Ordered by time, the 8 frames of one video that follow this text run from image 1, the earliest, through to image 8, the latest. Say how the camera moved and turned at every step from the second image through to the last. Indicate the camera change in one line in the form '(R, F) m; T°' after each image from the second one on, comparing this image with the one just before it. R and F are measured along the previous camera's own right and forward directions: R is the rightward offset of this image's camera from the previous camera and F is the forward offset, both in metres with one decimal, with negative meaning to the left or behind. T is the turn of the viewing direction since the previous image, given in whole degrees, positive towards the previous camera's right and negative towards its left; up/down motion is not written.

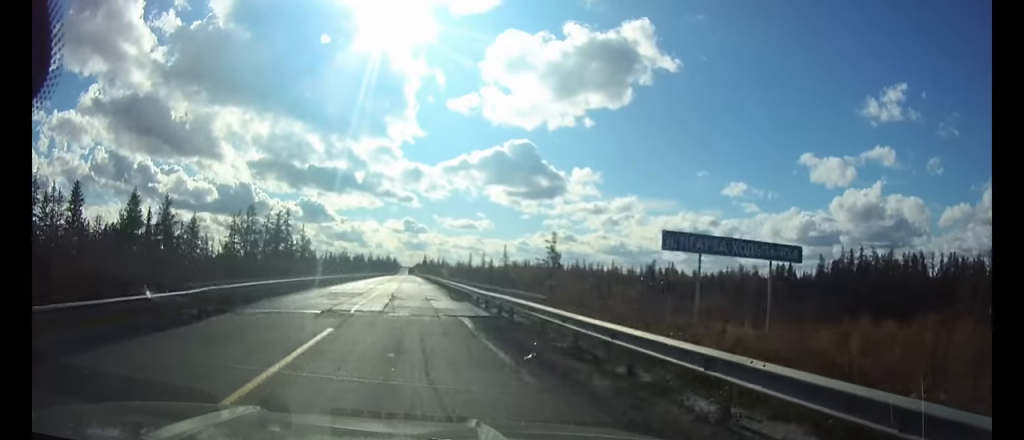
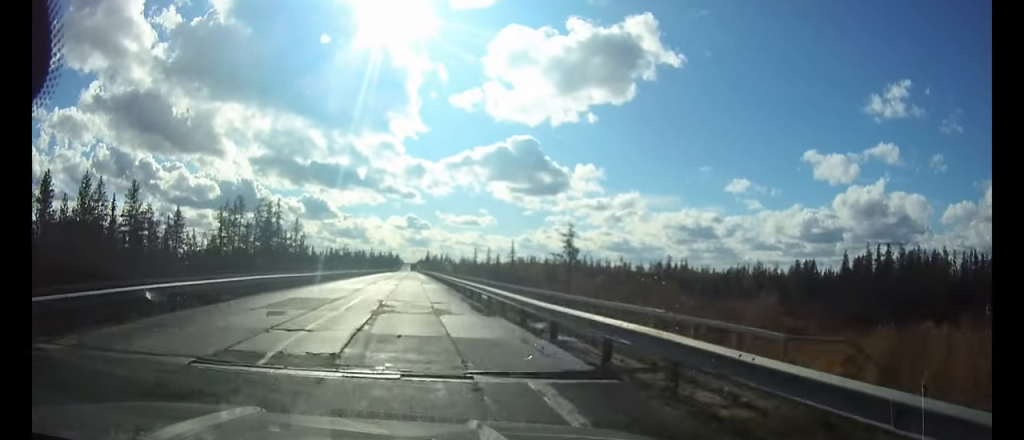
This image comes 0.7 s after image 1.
(0.0, +11.4) m; 0°
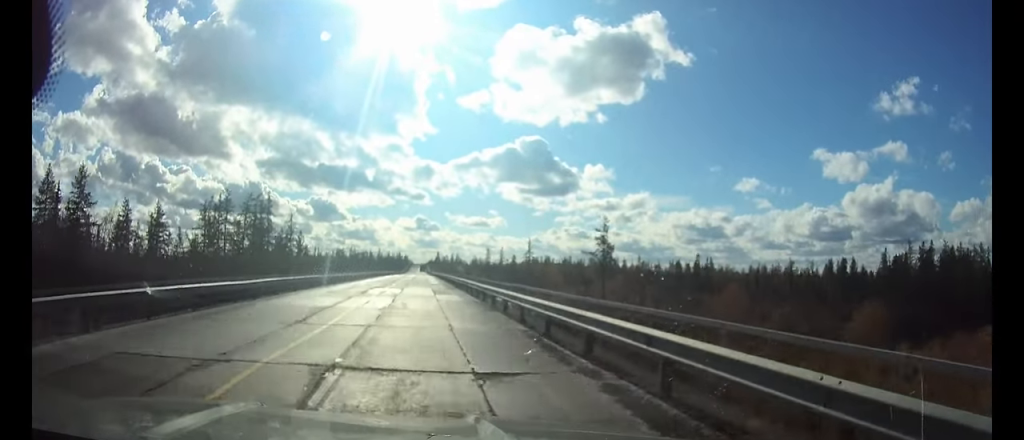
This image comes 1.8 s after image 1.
(-0.1, +17.1) m; 0°
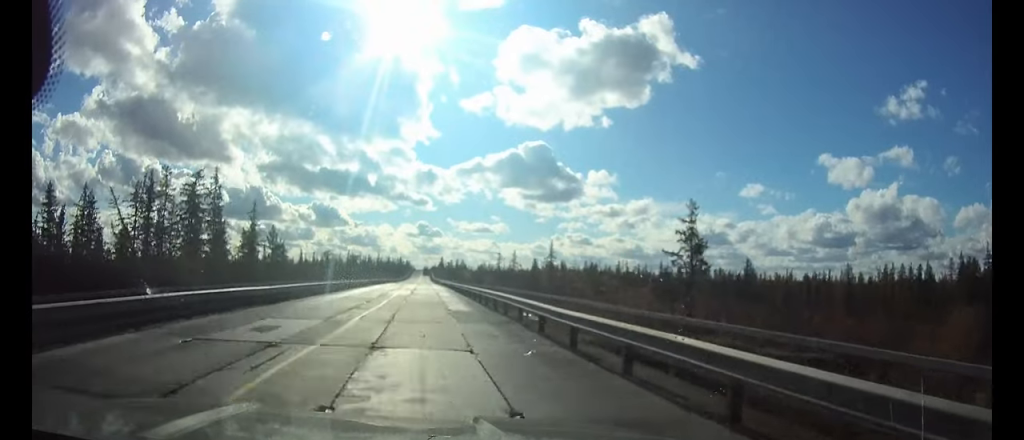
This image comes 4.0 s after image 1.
(+0.1, +34.2) m; 0°
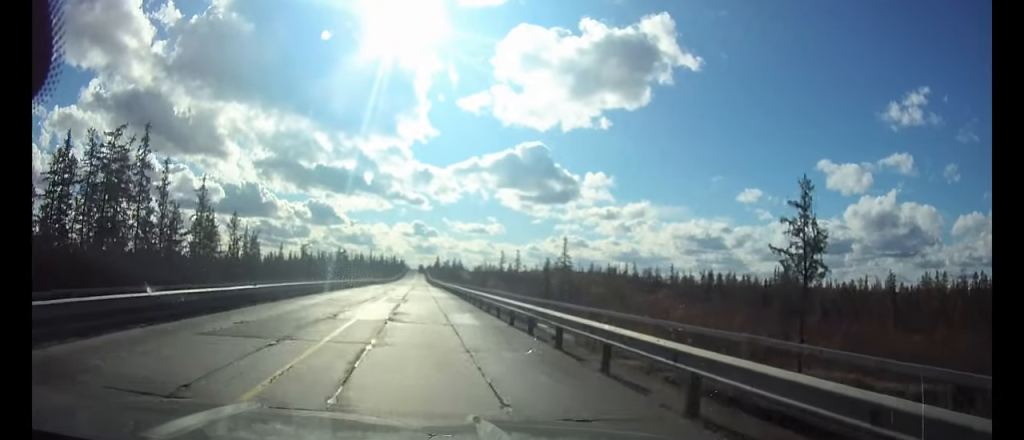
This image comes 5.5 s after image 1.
(+0.1, +23.4) m; 0°
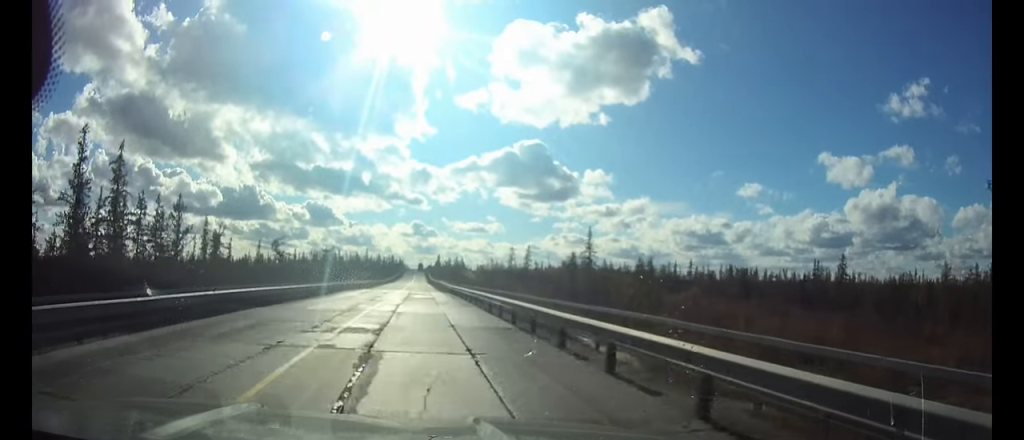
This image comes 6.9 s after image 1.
(0.0, +24.8) m; 0°
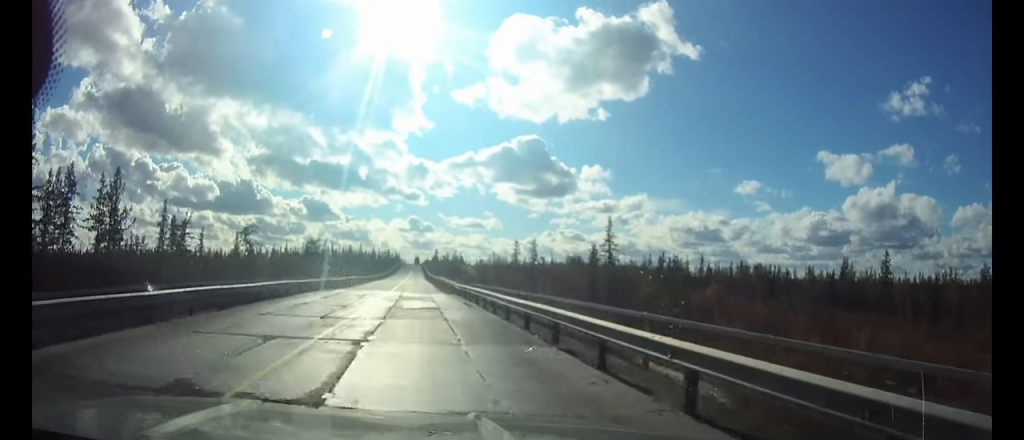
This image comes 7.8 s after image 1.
(0.0, +17.4) m; 0°
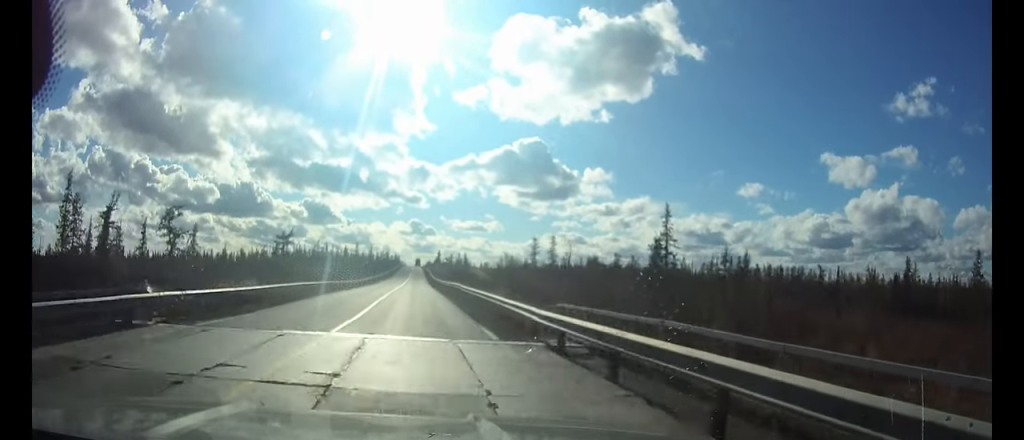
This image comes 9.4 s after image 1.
(0.0, +28.2) m; 0°
